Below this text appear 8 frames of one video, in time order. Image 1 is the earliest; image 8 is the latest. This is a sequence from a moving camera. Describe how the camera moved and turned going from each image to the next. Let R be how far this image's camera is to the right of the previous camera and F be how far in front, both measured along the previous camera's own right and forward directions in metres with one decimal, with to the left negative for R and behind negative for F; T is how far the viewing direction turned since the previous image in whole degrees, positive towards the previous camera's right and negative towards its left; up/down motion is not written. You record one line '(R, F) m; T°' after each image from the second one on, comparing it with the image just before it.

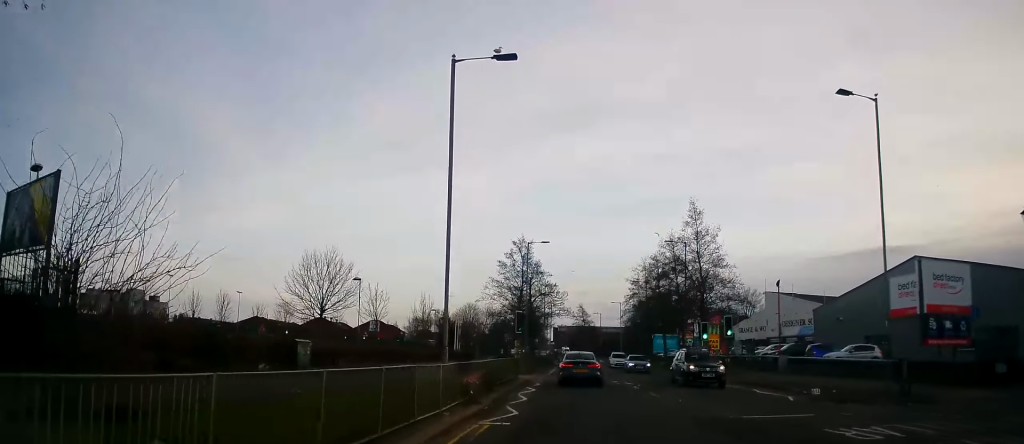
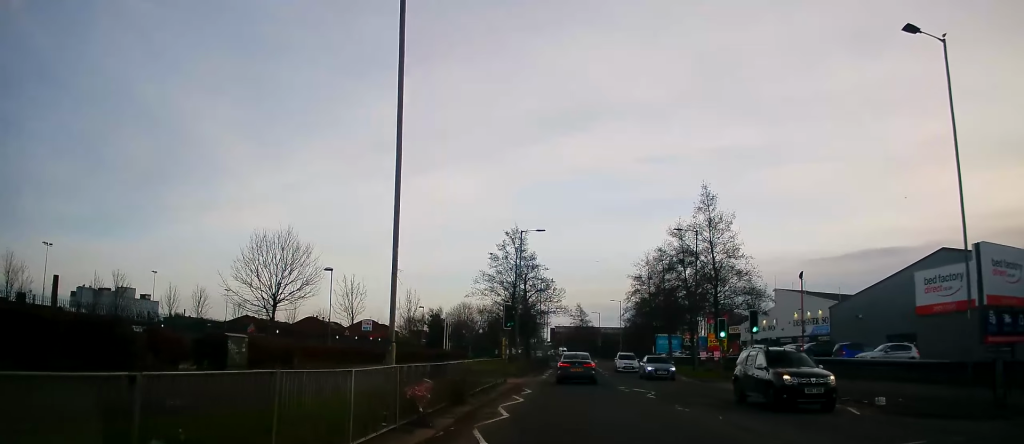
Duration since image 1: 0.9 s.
(-0.2, +4.1) m; -1°
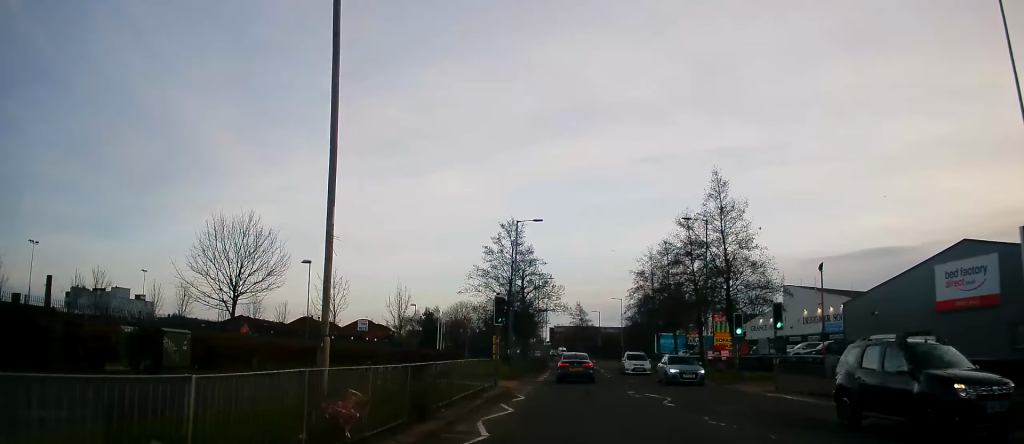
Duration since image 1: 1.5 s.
(-0.1, +2.9) m; +3°
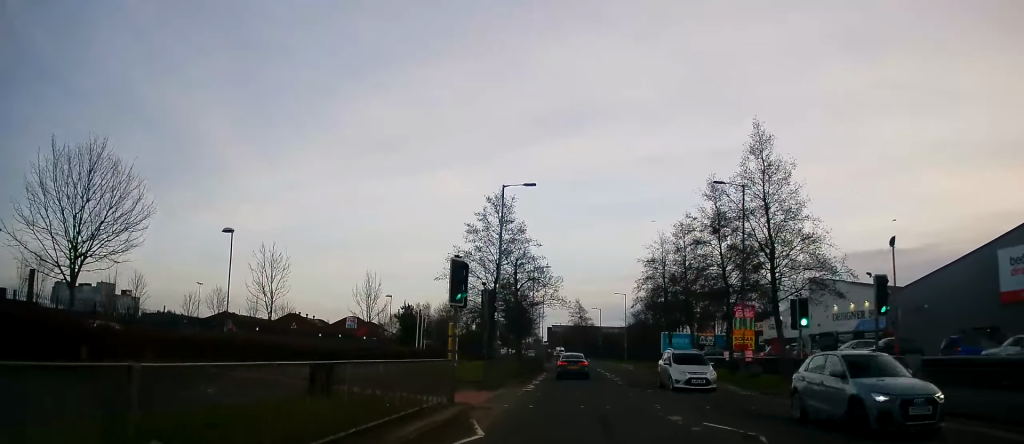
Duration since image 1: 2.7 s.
(+0.5, +7.9) m; +2°
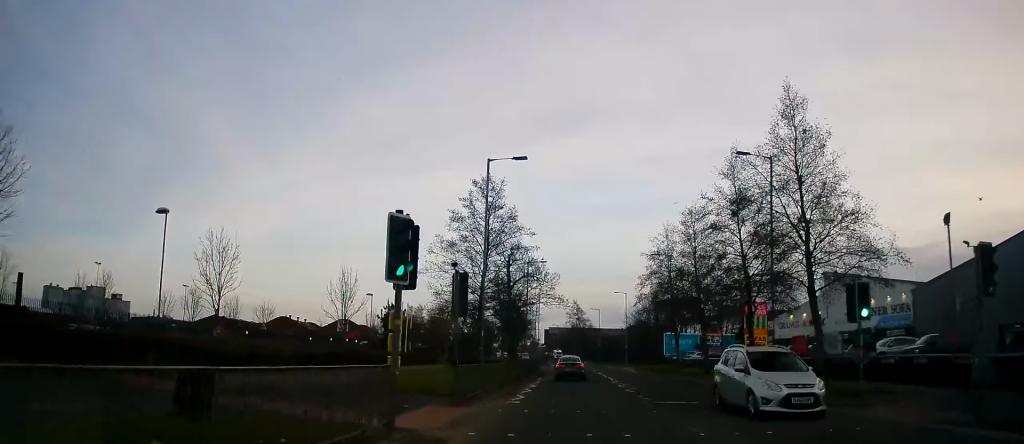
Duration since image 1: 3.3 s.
(-0.2, +4.7) m; -2°
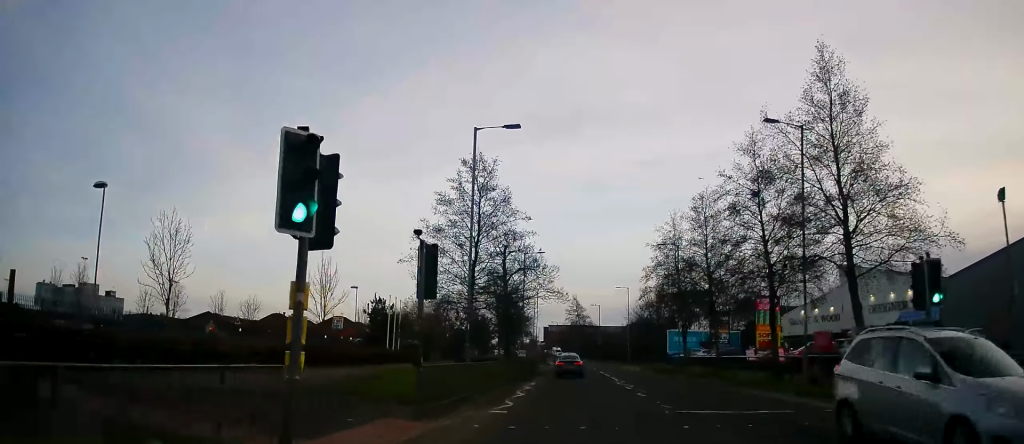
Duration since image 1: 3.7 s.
(0.0, +3.5) m; -1°
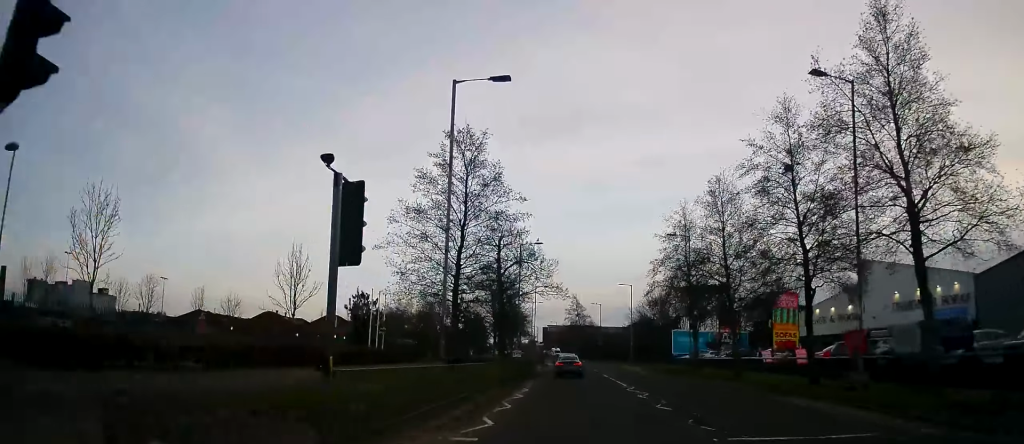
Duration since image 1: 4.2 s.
(0.0, +4.4) m; +1°
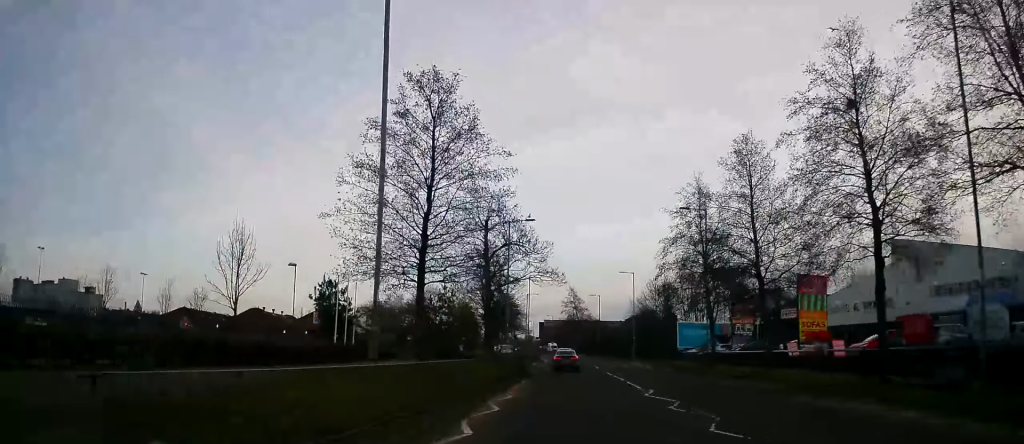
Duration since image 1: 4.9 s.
(0.0, +6.0) m; +1°
